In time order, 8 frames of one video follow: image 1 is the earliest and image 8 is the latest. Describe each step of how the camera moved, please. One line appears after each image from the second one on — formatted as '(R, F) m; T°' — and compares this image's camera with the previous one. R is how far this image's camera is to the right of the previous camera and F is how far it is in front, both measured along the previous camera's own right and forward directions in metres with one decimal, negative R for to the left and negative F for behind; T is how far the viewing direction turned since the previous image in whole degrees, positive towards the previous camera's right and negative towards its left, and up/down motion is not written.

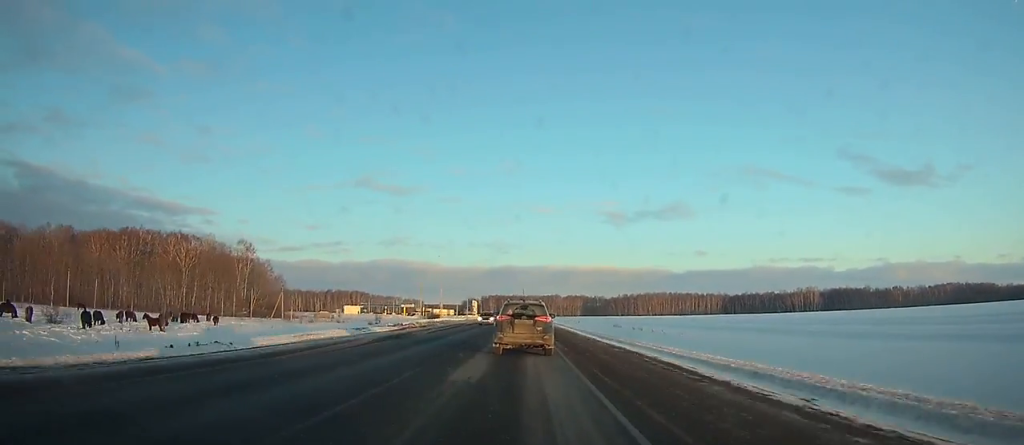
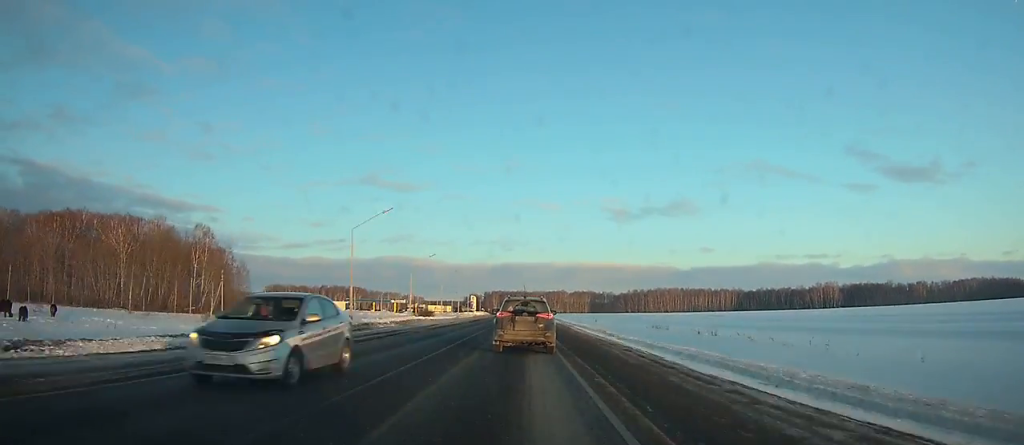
(0.0, +30.2) m; 0°
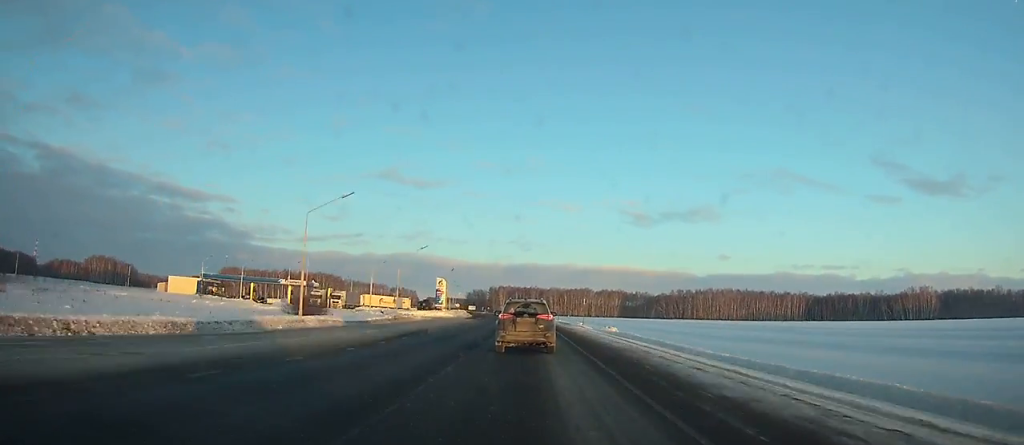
(-1.9, +124.0) m; -2°
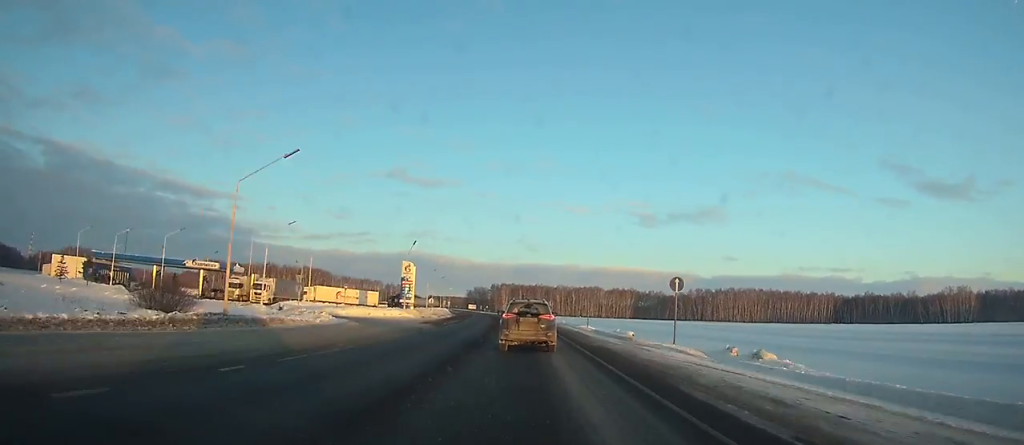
(-0.2, +39.0) m; -1°
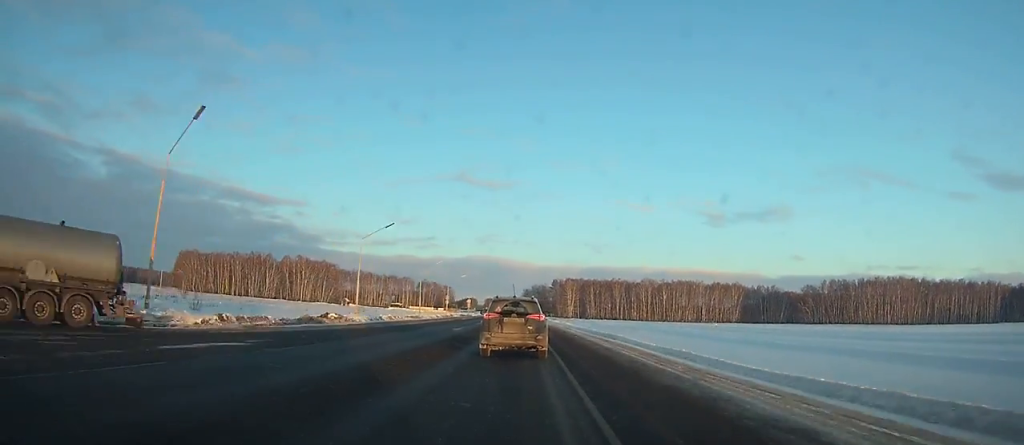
(-3.6, +111.9) m; -5°
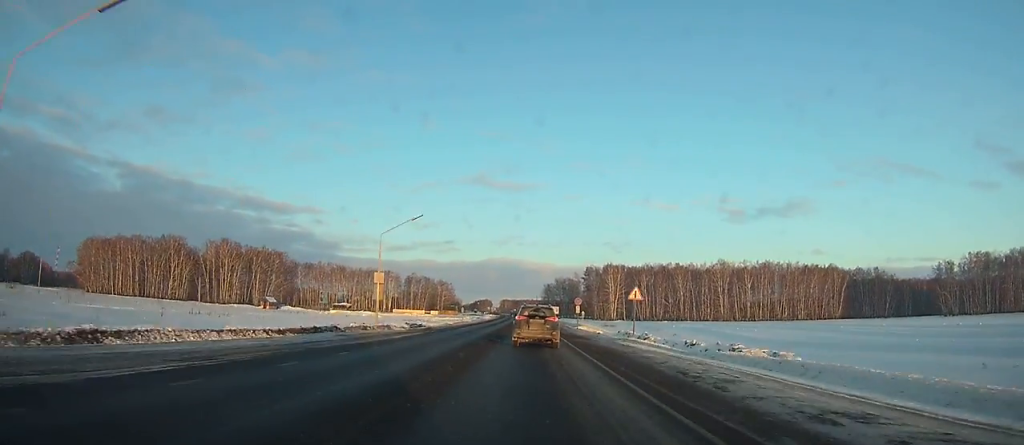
(-4.2, +102.0) m; -3°
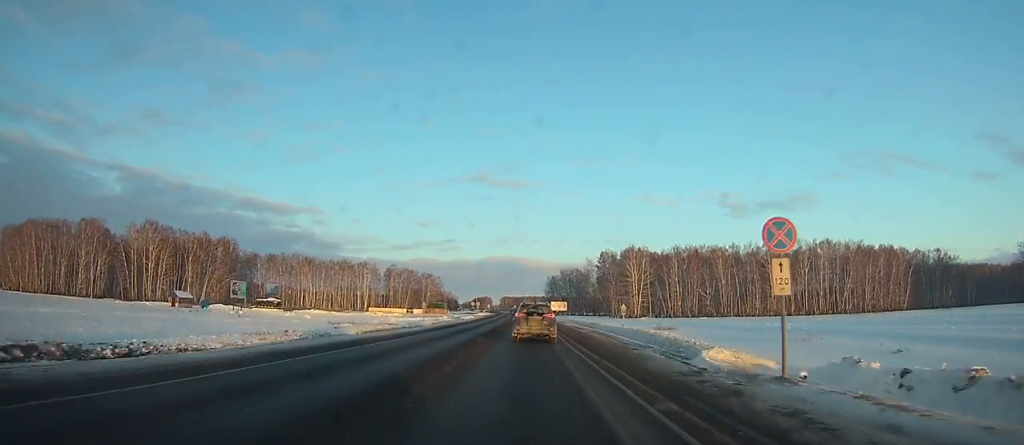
(-0.1, +47.3) m; 0°
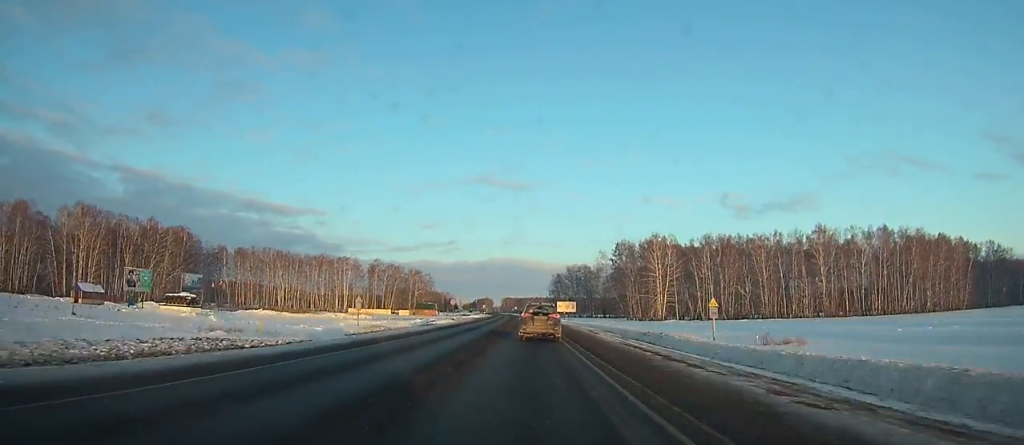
(0.0, +30.2) m; 0°
